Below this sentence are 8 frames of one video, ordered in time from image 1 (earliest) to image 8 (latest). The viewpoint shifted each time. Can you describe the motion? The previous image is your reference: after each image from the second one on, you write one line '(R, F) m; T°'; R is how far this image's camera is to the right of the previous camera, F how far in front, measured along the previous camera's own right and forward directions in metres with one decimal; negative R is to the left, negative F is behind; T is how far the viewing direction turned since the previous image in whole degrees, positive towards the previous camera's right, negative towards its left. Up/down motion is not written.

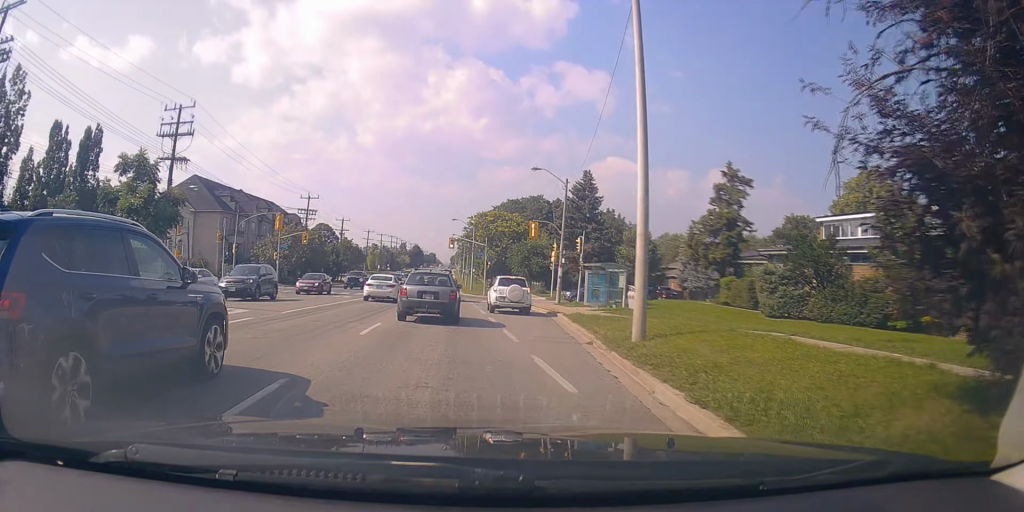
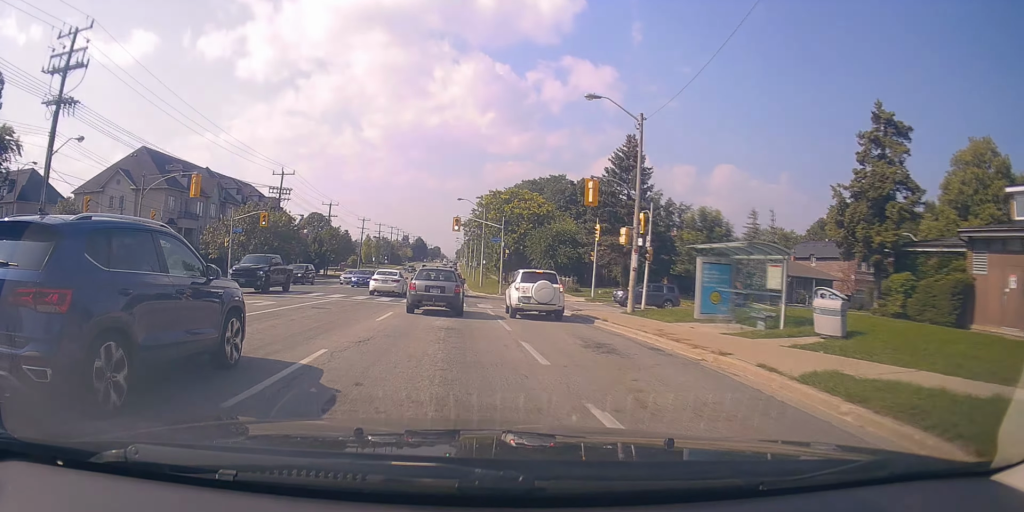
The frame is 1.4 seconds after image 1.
(-0.2, +15.9) m; -3°
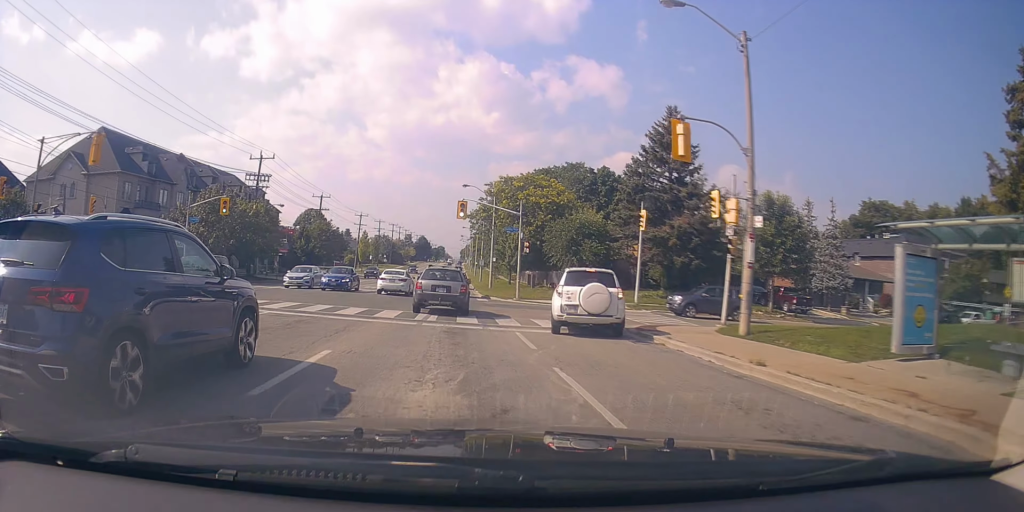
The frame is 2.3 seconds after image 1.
(-0.2, +9.7) m; -1°
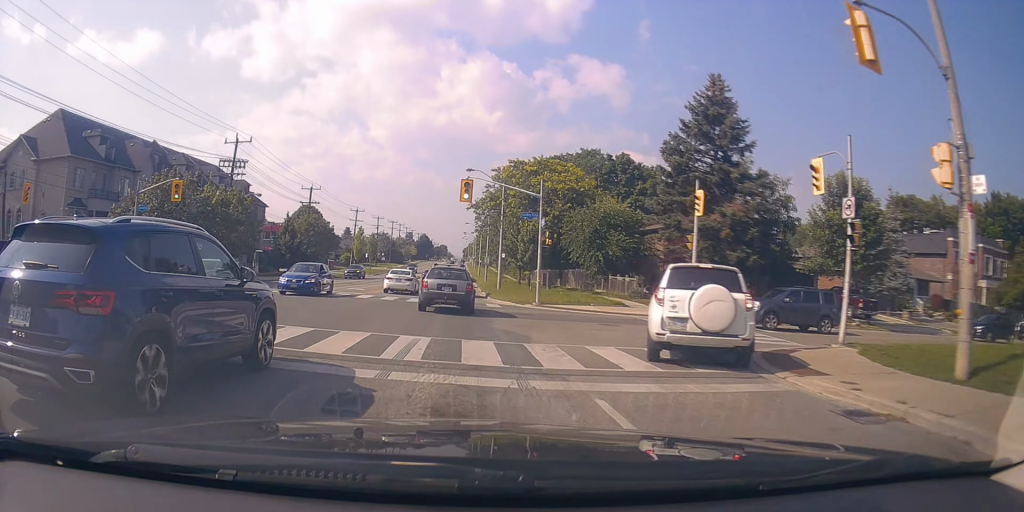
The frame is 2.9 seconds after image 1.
(0.0, +7.9) m; 0°
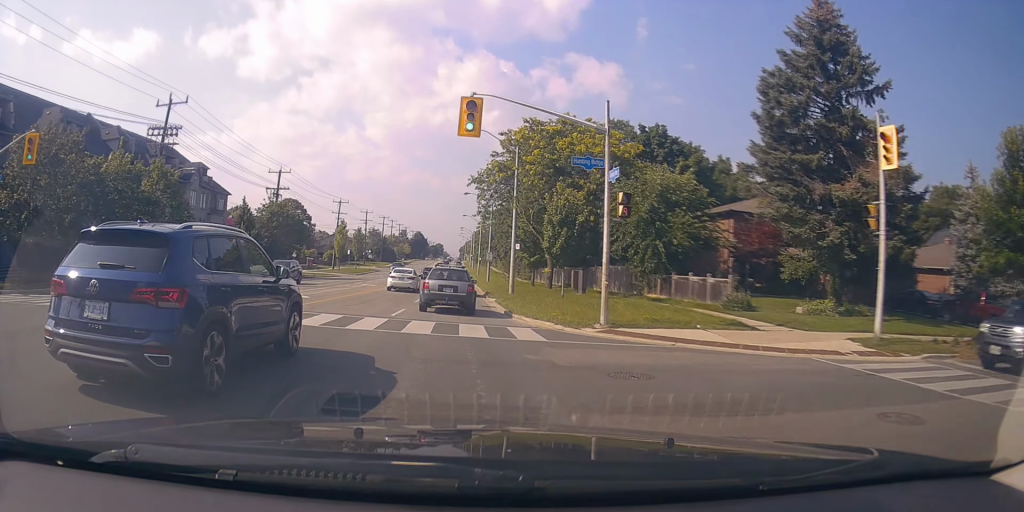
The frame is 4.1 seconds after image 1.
(+0.2, +13.4) m; 0°
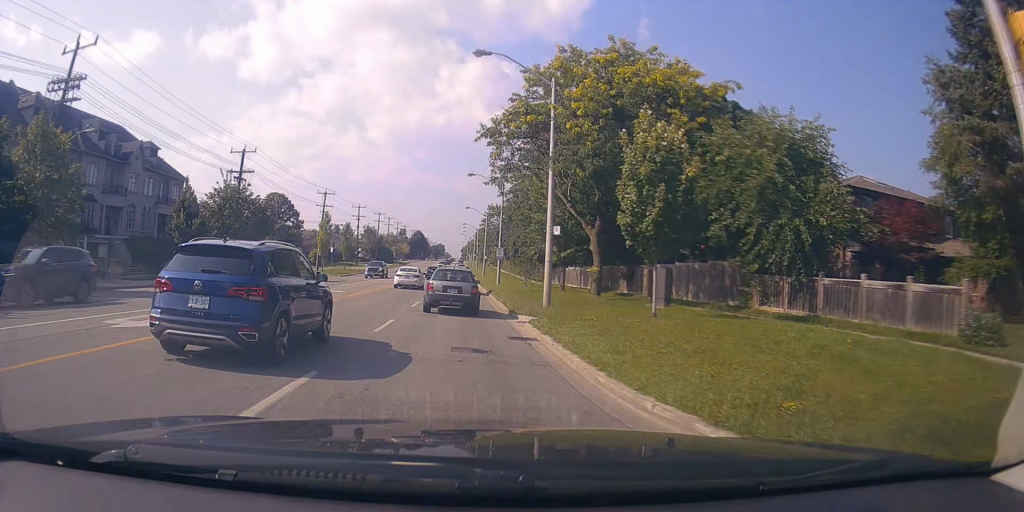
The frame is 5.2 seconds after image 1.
(-0.3, +12.9) m; -2°
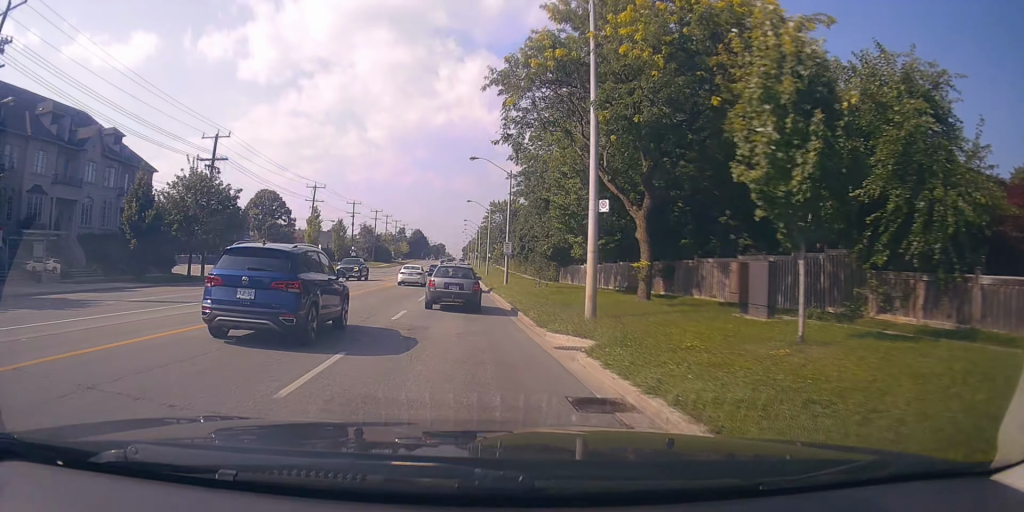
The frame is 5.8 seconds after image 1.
(-0.5, +7.0) m; +1°
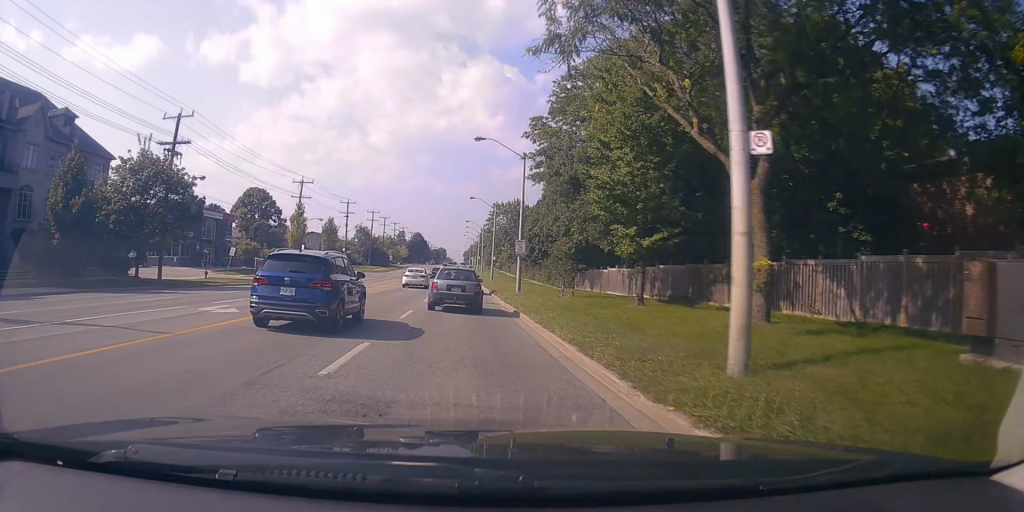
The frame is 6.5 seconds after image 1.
(+0.6, +8.1) m; +1°
